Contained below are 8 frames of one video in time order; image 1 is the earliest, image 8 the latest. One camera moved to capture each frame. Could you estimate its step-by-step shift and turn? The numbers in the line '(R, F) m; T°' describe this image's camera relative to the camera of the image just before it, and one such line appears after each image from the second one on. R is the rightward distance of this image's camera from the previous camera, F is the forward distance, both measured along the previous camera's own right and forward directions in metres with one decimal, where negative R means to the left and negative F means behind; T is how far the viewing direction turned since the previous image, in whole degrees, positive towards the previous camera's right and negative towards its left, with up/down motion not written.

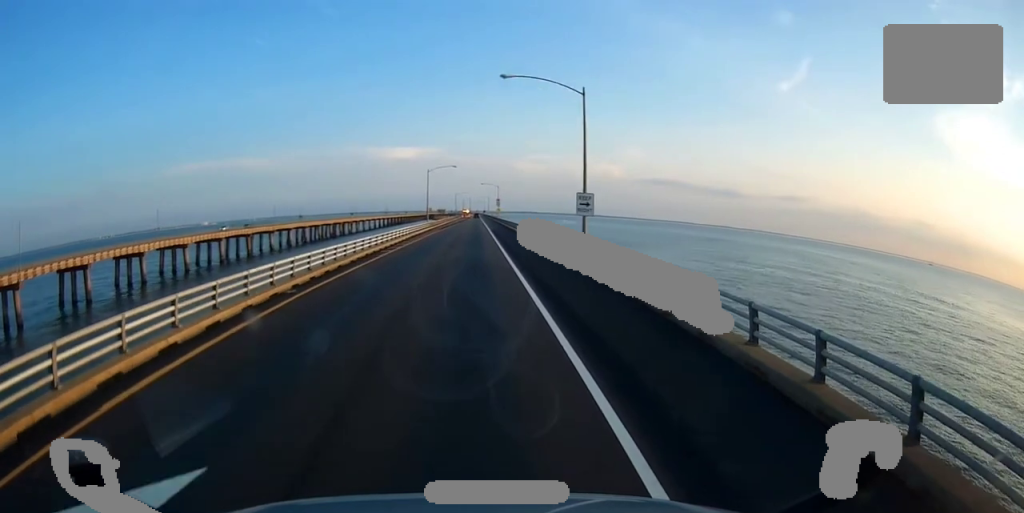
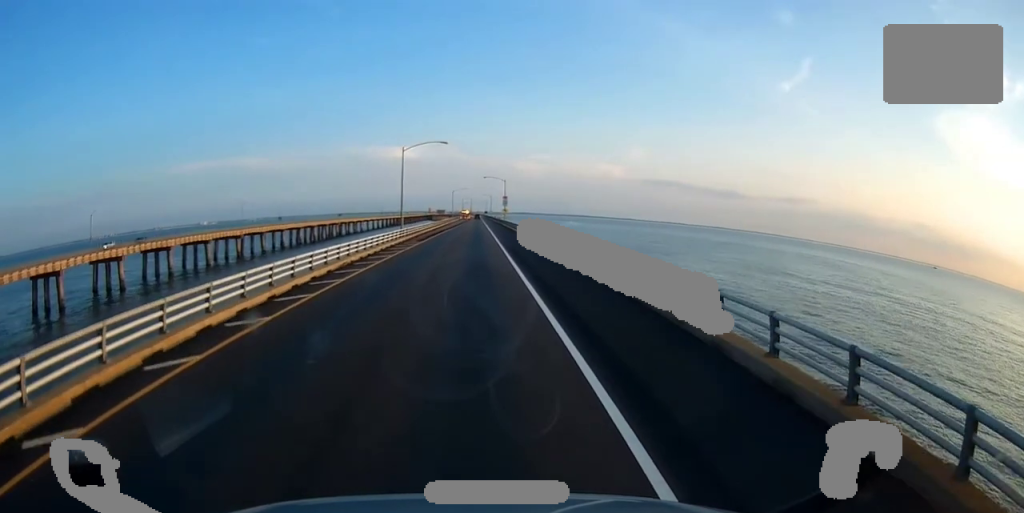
(-0.4, +33.0) m; 0°
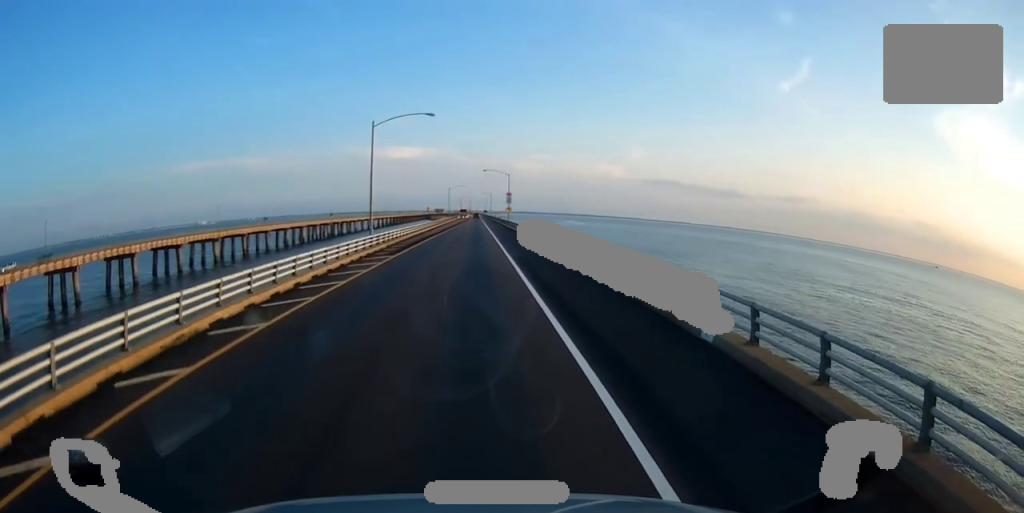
(+0.1, +17.0) m; +1°
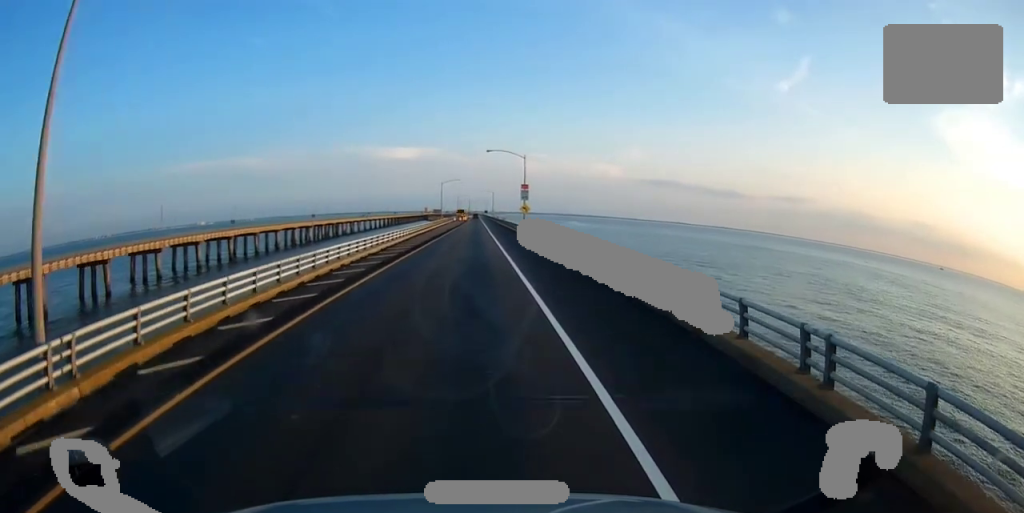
(-0.1, +33.8) m; -1°
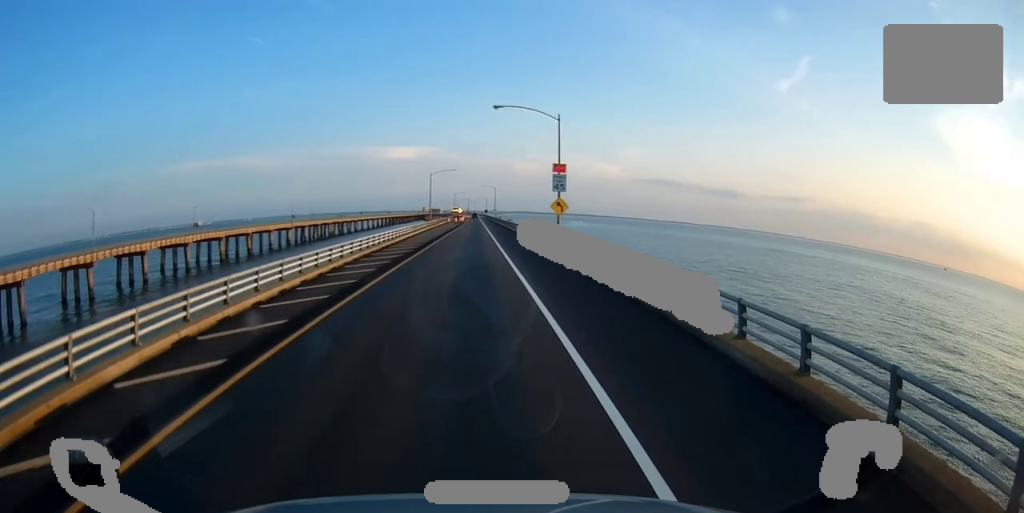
(-0.1, +28.9) m; 0°
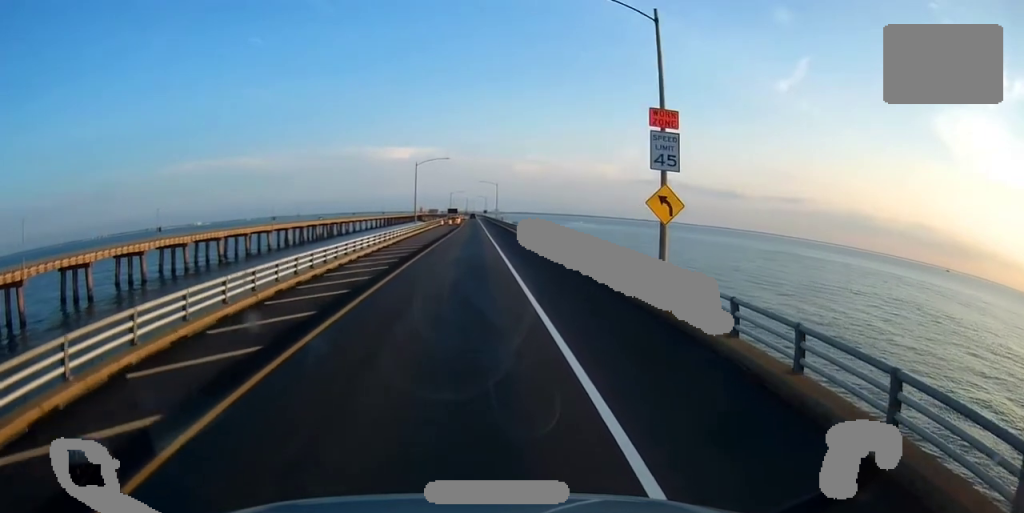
(+0.2, +22.9) m; +1°
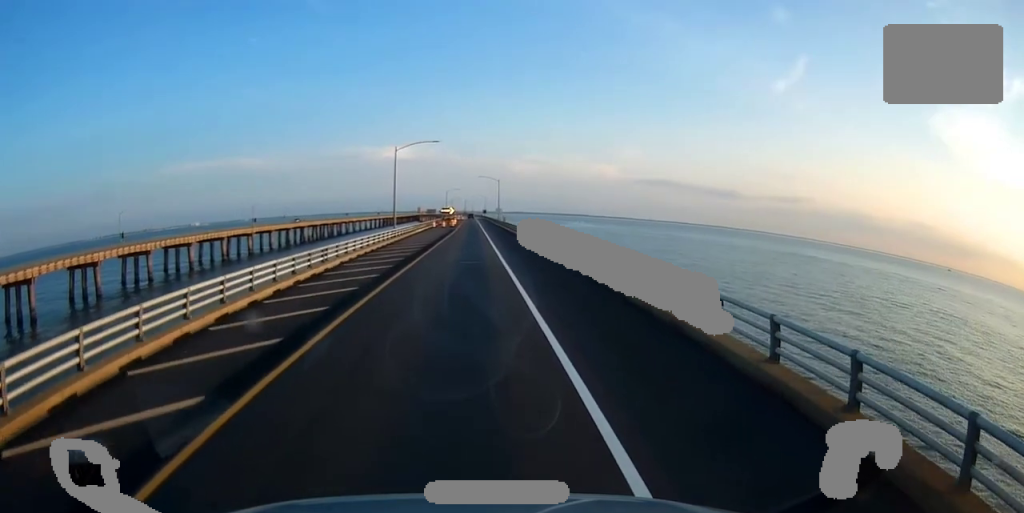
(+0.1, +18.9) m; 0°
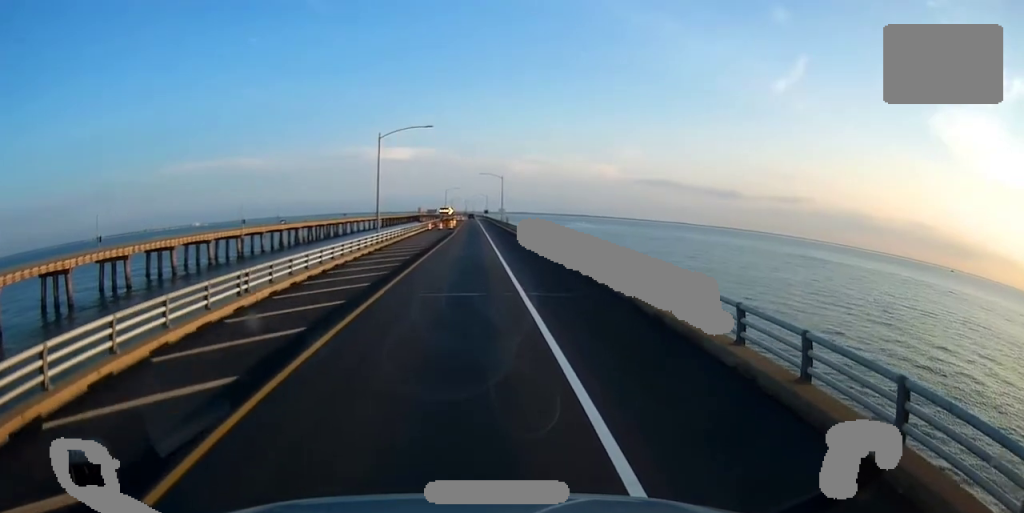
(0.0, +10.9) m; 0°
